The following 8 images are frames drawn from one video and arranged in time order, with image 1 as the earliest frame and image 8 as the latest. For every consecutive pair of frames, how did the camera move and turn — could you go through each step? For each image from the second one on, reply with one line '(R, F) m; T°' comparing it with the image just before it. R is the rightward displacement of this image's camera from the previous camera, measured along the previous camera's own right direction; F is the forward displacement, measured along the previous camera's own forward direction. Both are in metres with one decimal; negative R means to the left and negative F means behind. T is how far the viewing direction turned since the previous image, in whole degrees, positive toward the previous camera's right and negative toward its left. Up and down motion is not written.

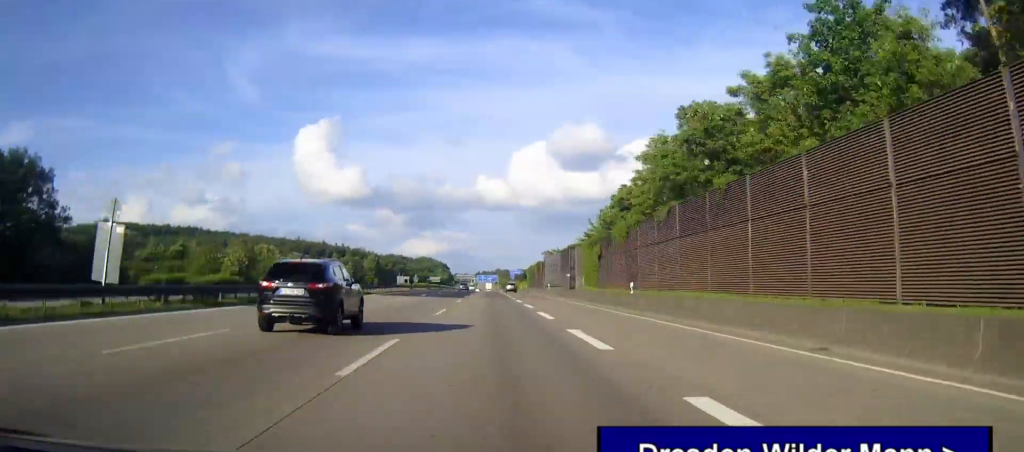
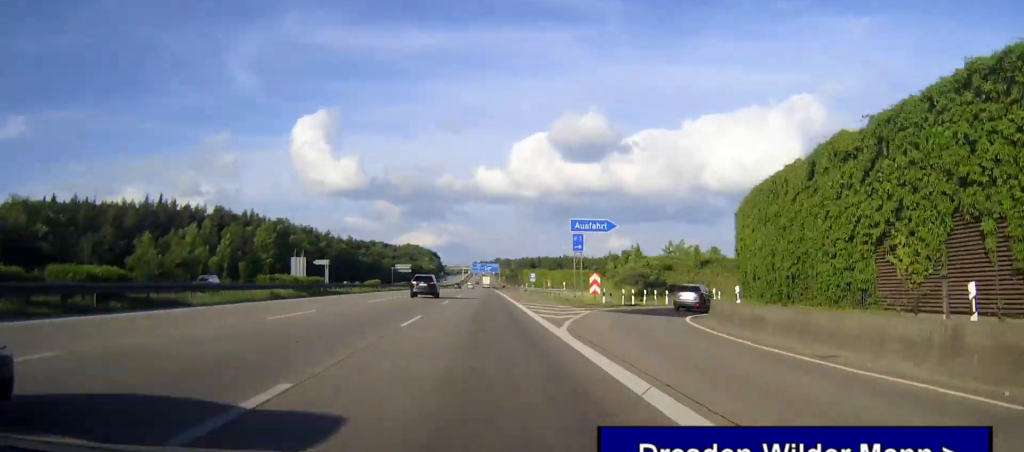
(0.0, +150.2) m; 0°
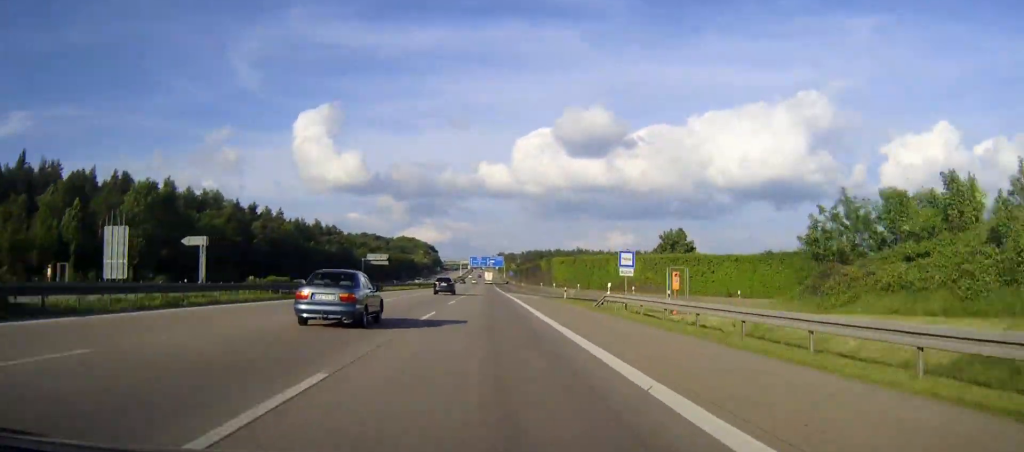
(-0.1, +69.6) m; 0°
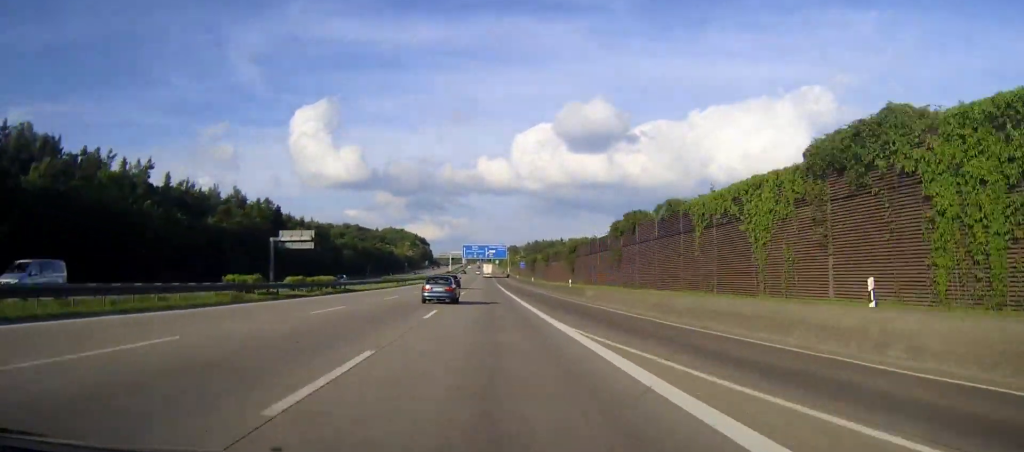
(-0.1, +86.0) m; -1°
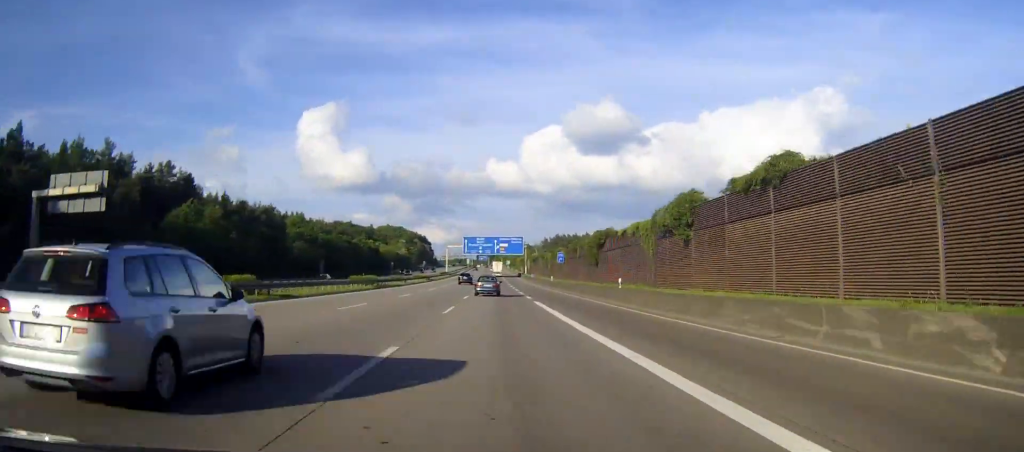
(-0.4, +69.3) m; -1°
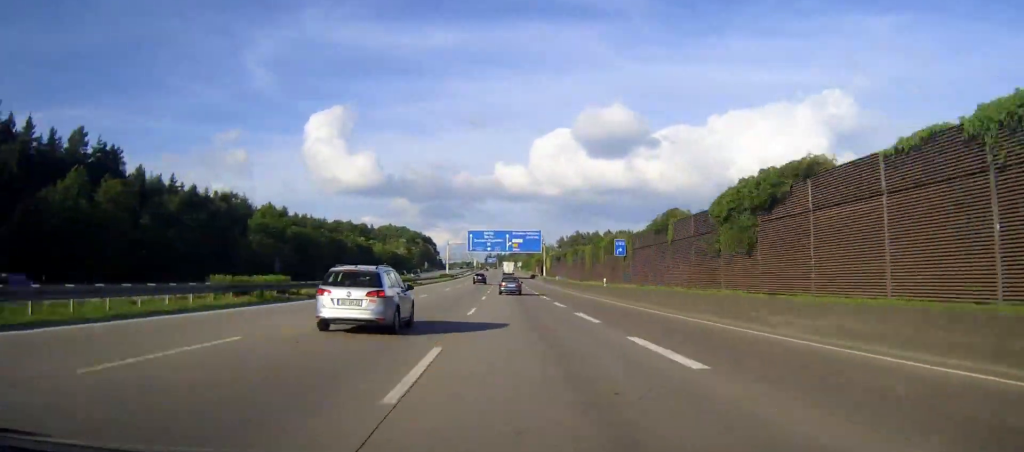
(-0.1, +36.0) m; 0°
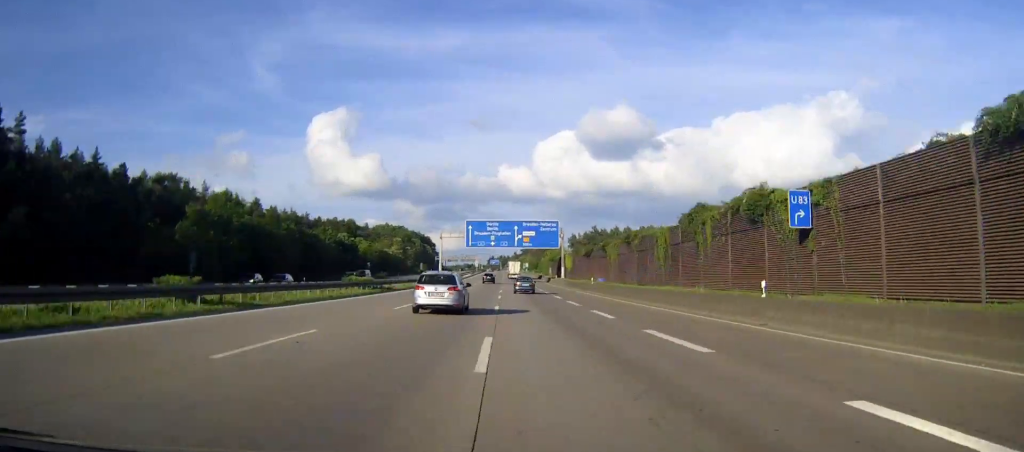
(-0.1, +33.1) m; 0°
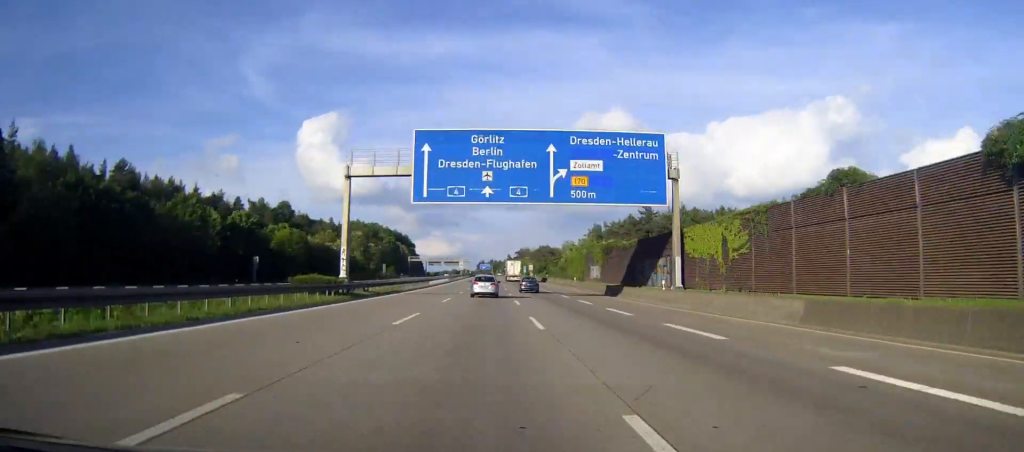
(+0.4, +80.1) m; 0°
